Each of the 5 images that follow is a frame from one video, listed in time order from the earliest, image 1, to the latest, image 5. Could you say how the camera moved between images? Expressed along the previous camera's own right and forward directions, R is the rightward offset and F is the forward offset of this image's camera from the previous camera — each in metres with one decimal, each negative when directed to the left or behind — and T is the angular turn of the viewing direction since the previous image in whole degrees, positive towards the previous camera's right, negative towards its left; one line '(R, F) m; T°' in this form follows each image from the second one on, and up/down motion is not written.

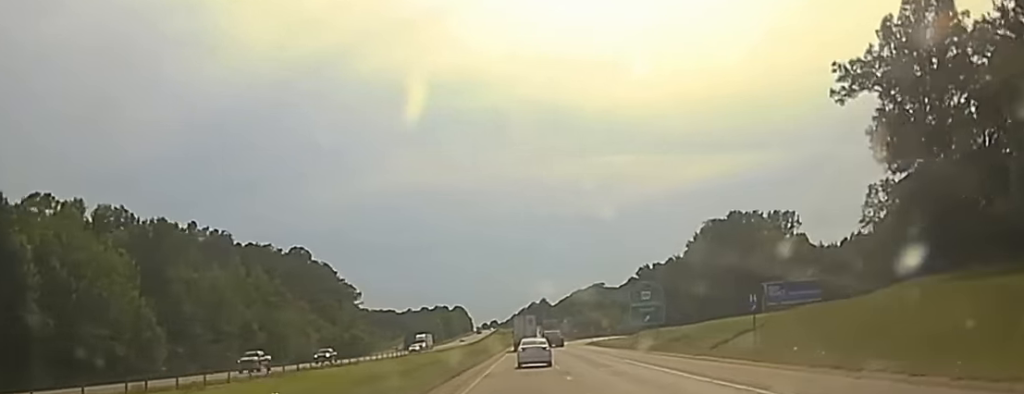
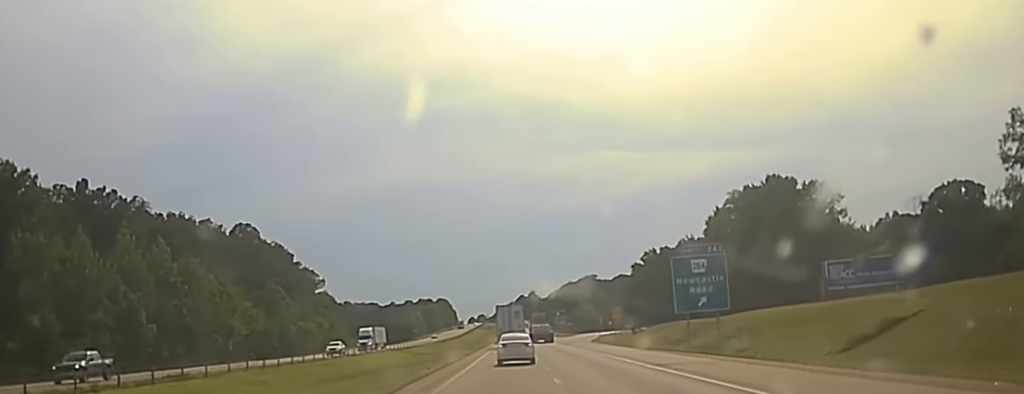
(-0.4, +40.8) m; +1°
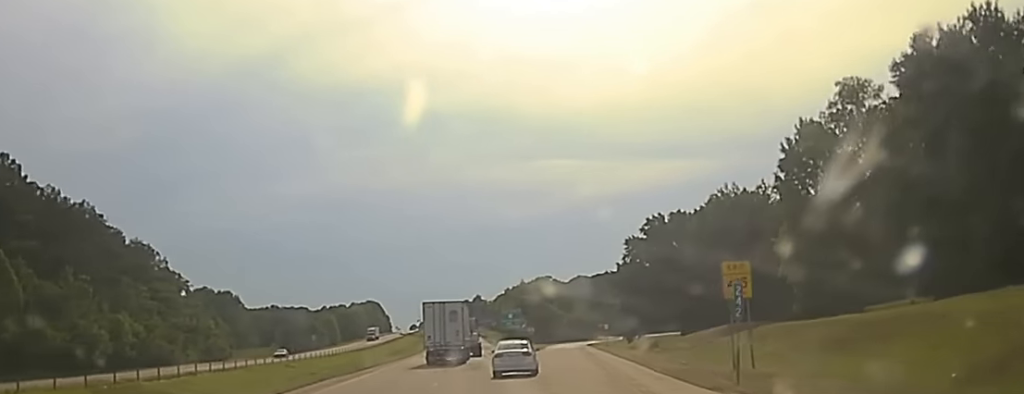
(+2.3, +96.1) m; +2°
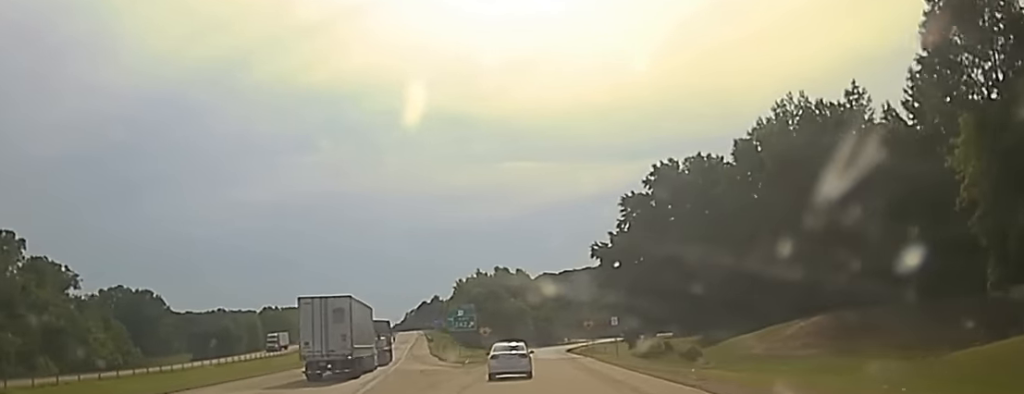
(+0.9, +56.0) m; +3°
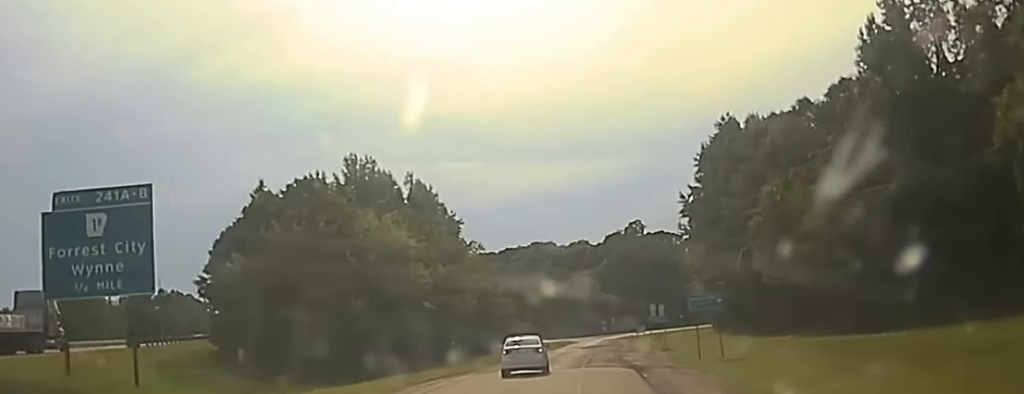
(+5.1, +133.6) m; +5°
